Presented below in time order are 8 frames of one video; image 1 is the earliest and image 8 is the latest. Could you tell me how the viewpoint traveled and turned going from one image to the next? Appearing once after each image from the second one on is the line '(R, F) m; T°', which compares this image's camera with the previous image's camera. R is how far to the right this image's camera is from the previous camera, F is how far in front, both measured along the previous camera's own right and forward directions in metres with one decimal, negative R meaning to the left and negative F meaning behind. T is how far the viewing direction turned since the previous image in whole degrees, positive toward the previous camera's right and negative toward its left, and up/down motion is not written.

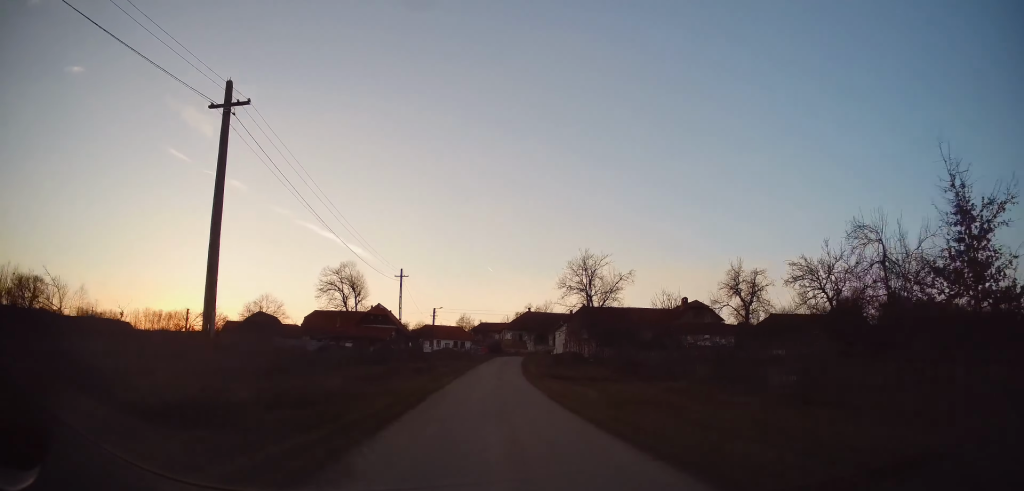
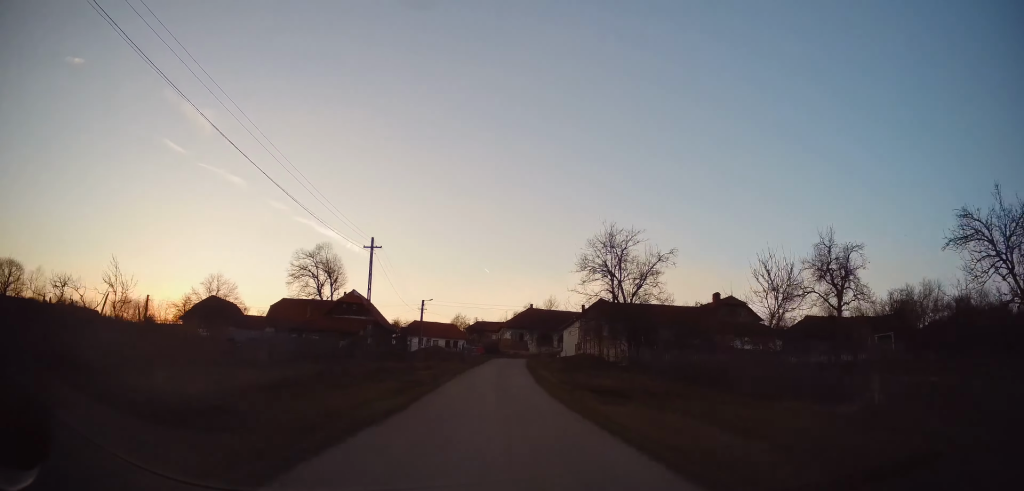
(+0.2, +12.1) m; +1°
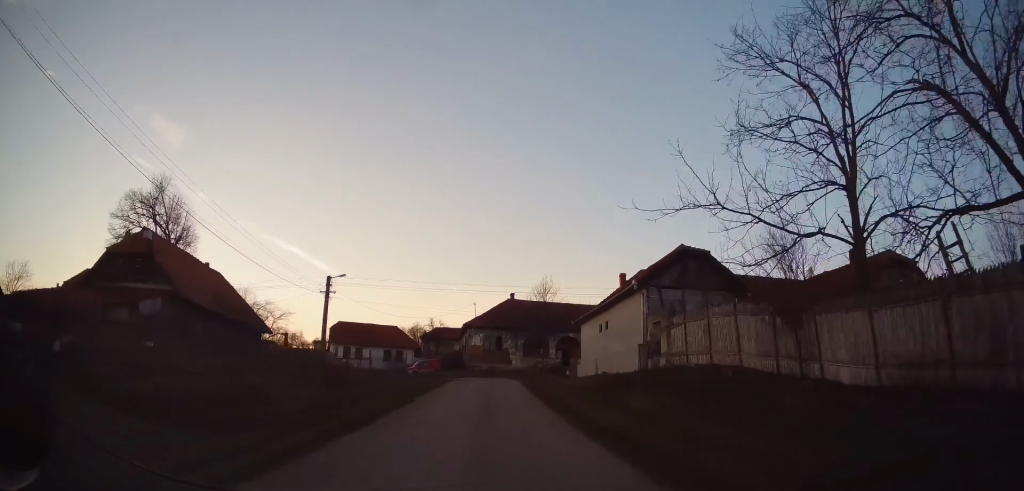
(+0.7, +32.4) m; +3°
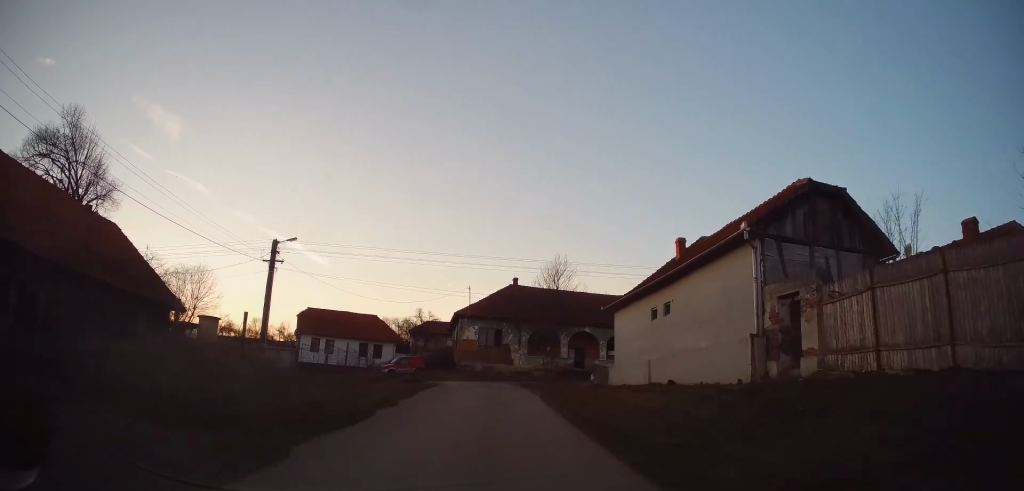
(+0.2, +10.7) m; 0°
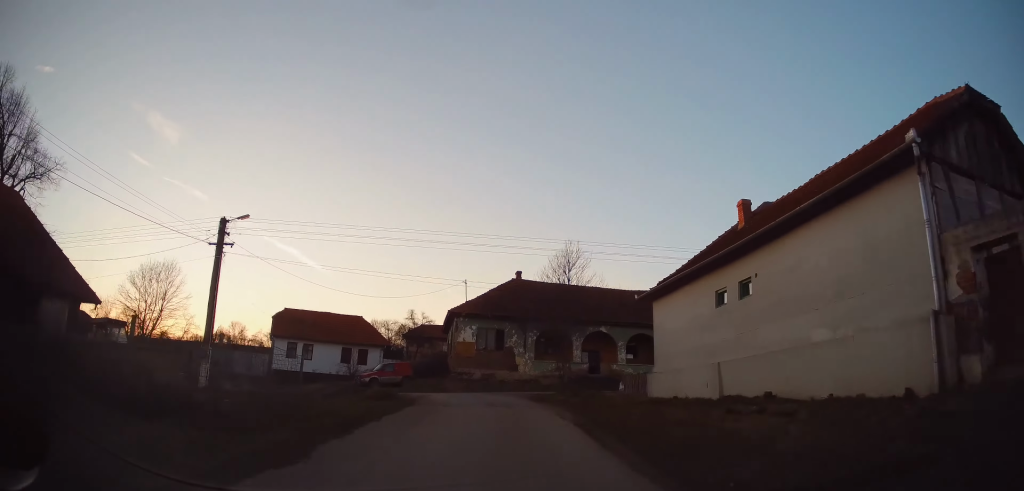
(0.0, +6.5) m; -1°
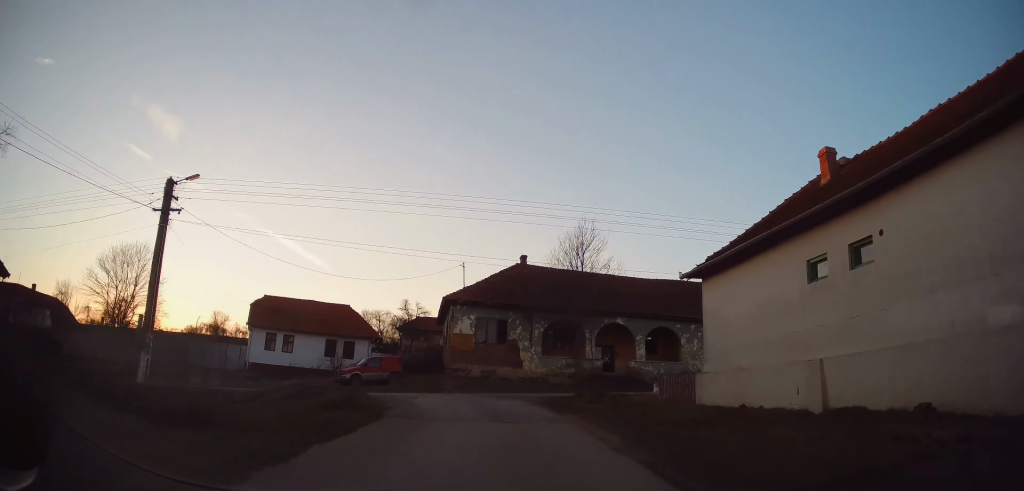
(-0.1, +4.4) m; -1°
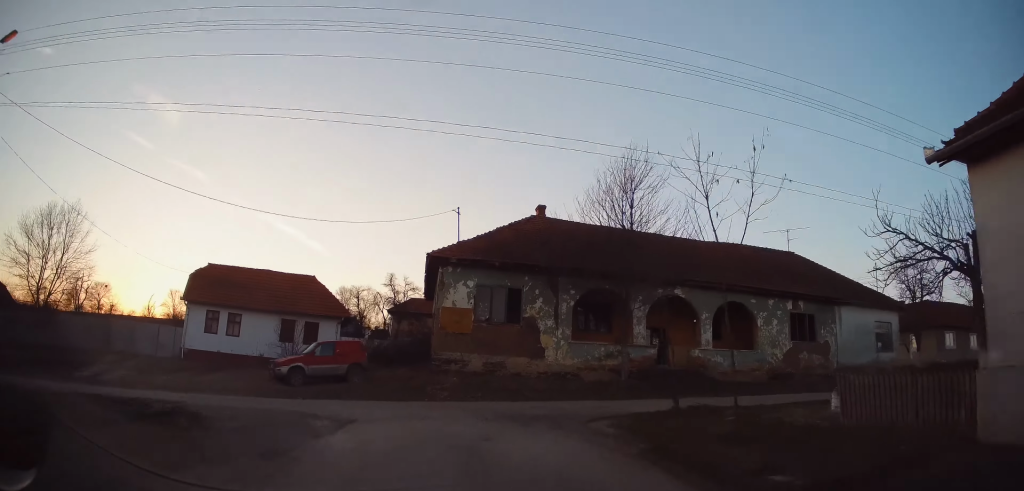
(-0.1, +10.5) m; +1°
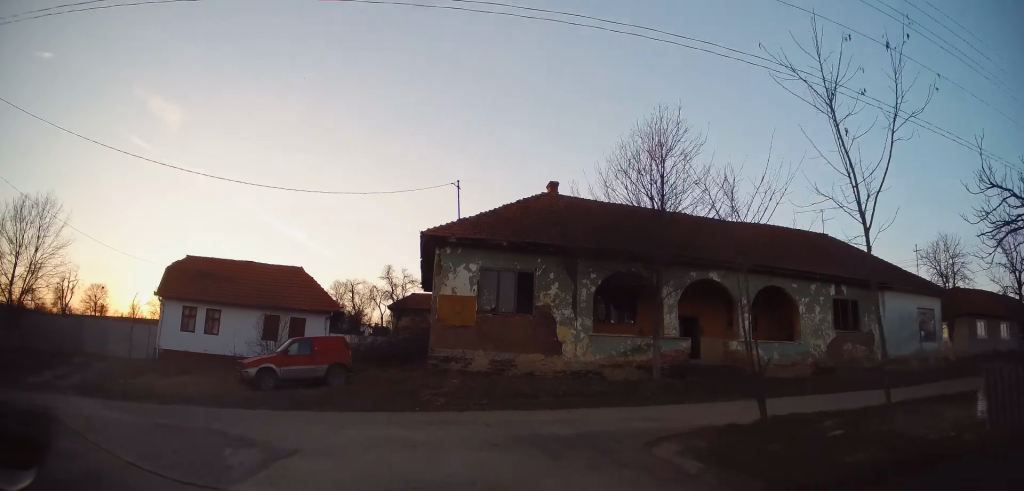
(+0.1, +3.7) m; -2°
